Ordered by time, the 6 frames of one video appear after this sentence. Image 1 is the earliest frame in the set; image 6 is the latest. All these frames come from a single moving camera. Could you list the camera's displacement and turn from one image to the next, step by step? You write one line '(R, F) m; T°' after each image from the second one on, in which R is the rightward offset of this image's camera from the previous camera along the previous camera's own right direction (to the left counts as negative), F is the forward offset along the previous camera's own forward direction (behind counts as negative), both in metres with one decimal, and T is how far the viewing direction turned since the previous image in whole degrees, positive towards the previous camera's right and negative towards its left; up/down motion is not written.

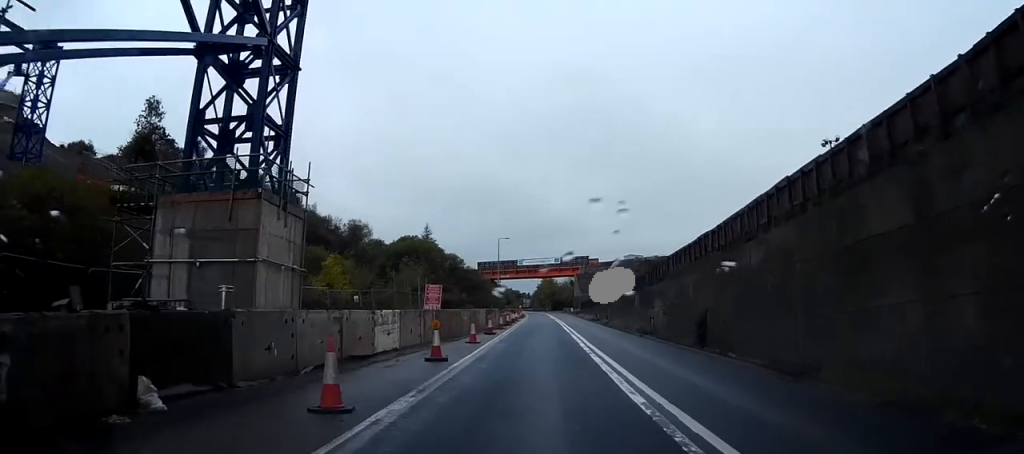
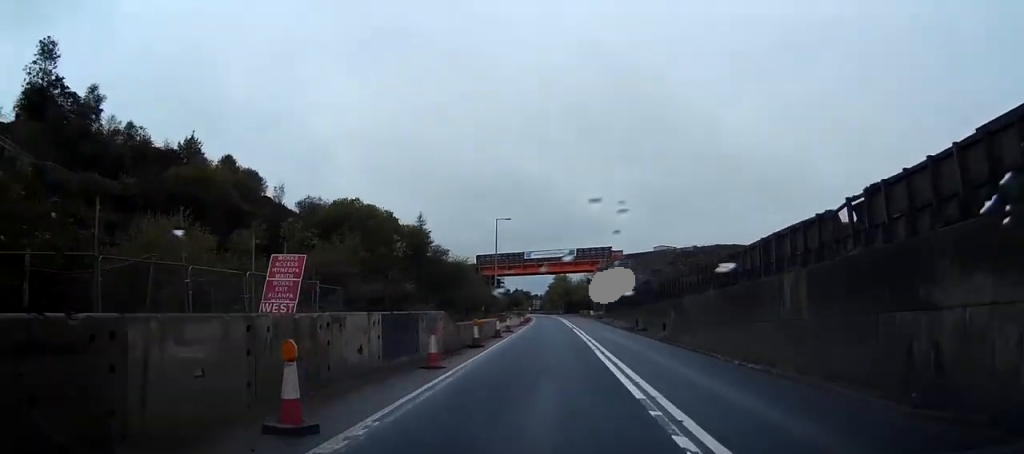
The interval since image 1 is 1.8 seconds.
(-1.2, +28.7) m; -4°
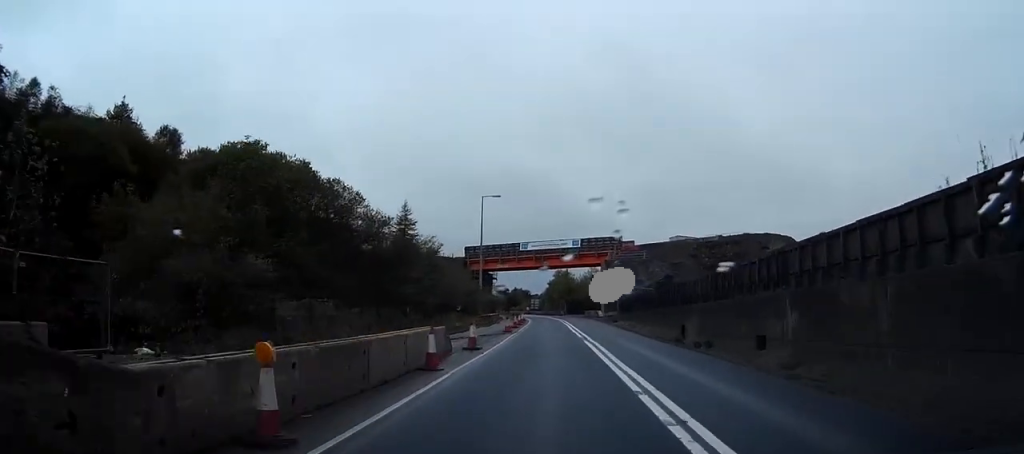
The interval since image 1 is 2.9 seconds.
(-0.2, +19.0) m; -1°
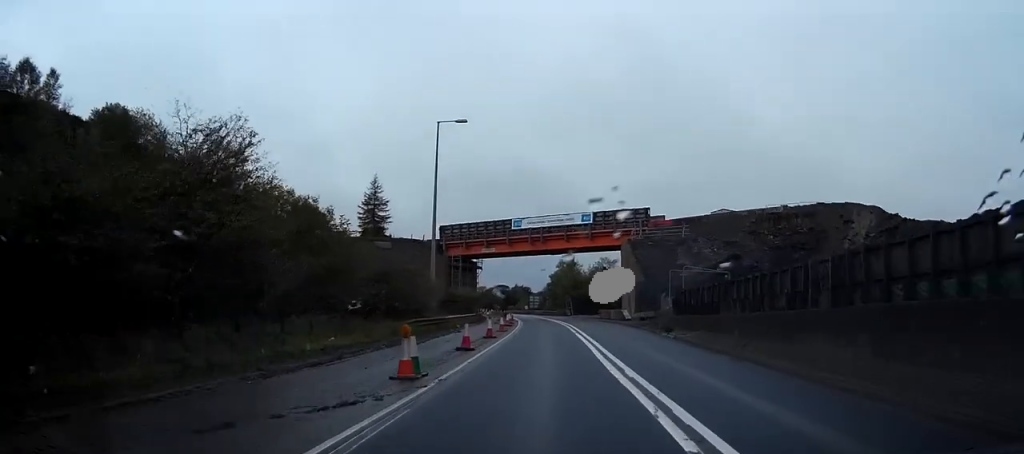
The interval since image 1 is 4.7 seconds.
(-0.3, +30.0) m; -2°
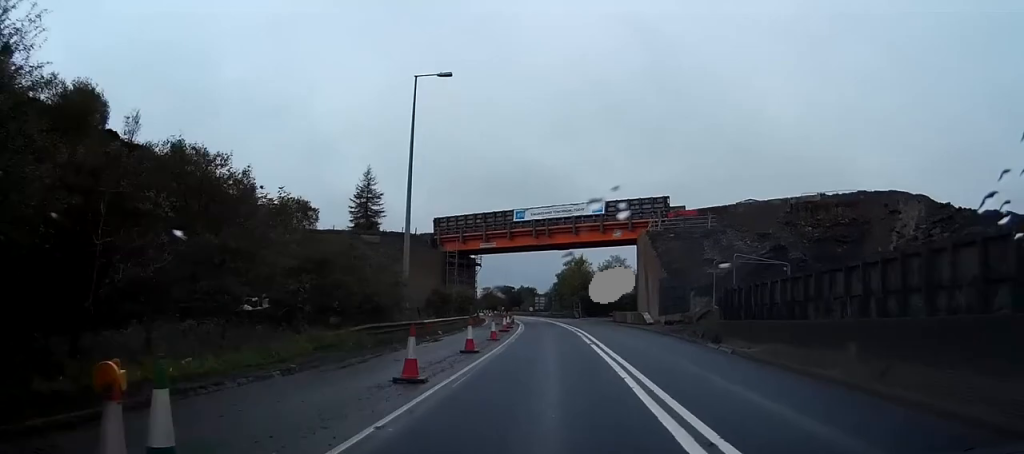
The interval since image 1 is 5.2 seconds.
(+0.1, +9.7) m; -1°
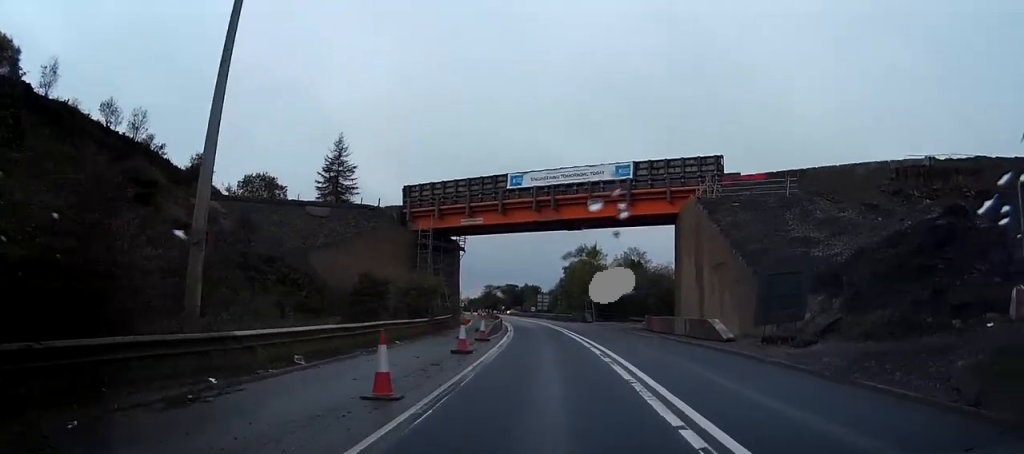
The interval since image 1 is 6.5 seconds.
(-0.9, +21.2) m; -3°
